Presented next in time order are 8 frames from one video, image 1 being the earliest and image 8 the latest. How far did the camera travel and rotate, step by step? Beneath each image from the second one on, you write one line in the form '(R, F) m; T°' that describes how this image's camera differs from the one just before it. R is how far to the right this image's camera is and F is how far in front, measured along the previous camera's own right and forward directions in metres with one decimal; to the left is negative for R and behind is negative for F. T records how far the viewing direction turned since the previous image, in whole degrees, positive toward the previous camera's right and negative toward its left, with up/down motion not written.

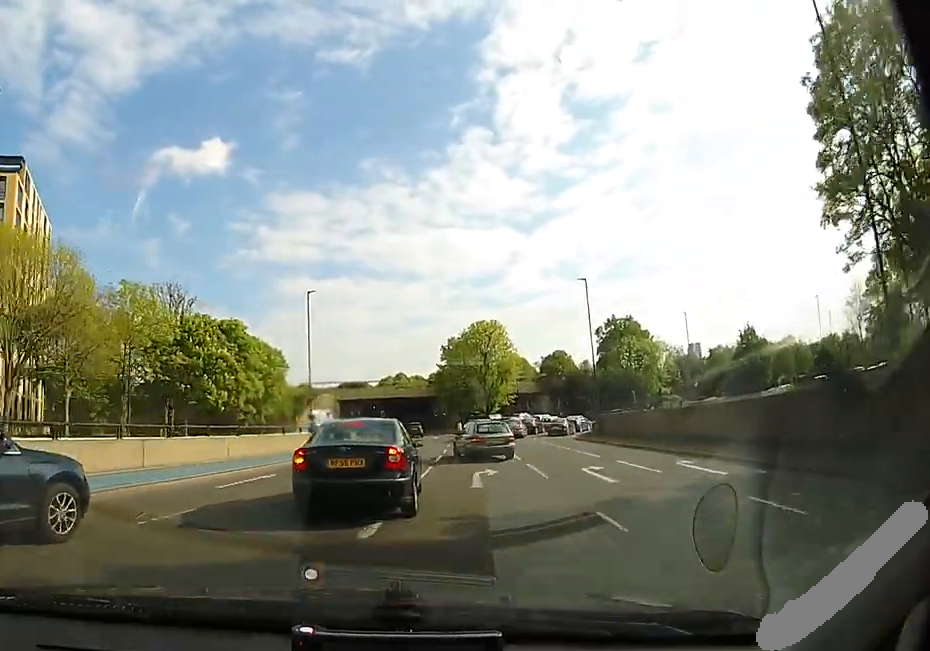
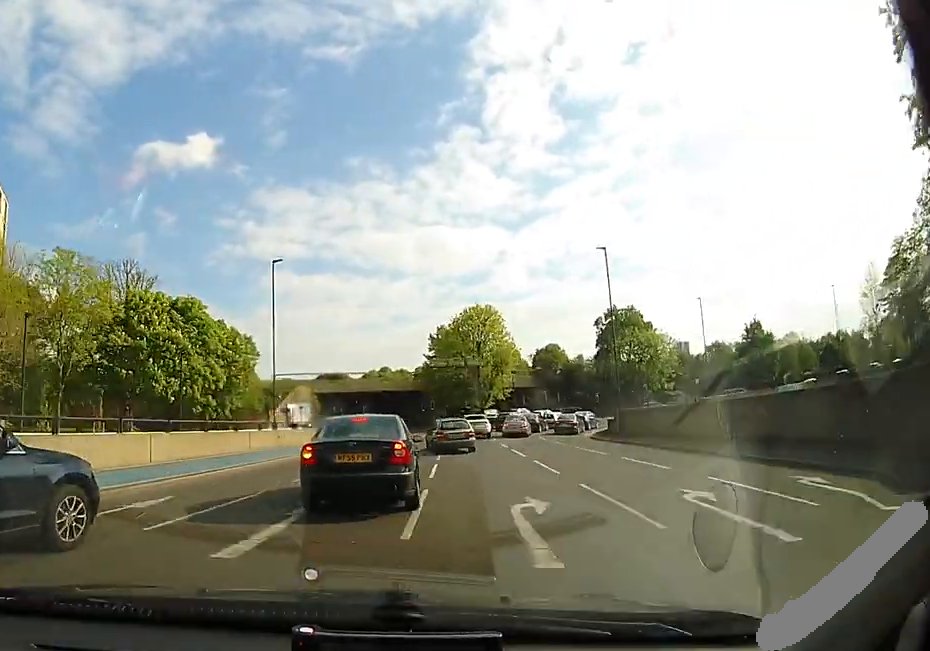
(-0.1, +2.9) m; +5°
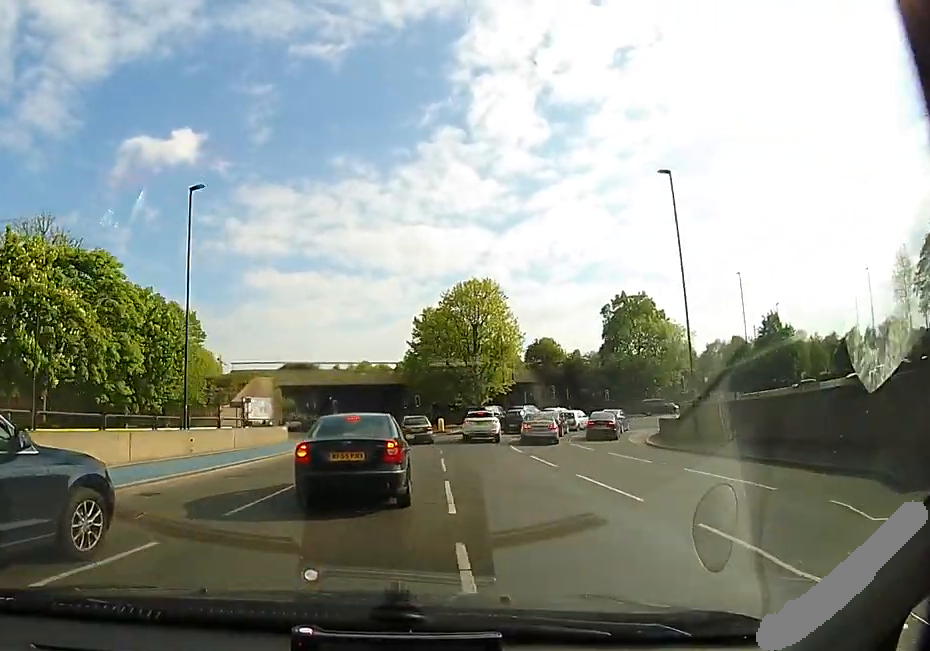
(+0.6, +5.3) m; +11°
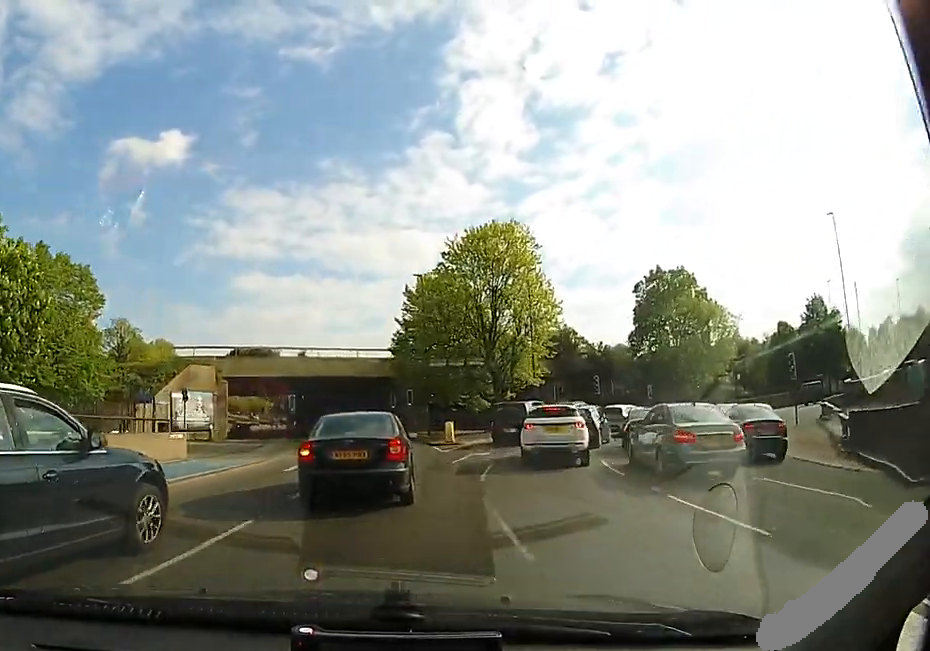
(+1.0, +8.7) m; +13°
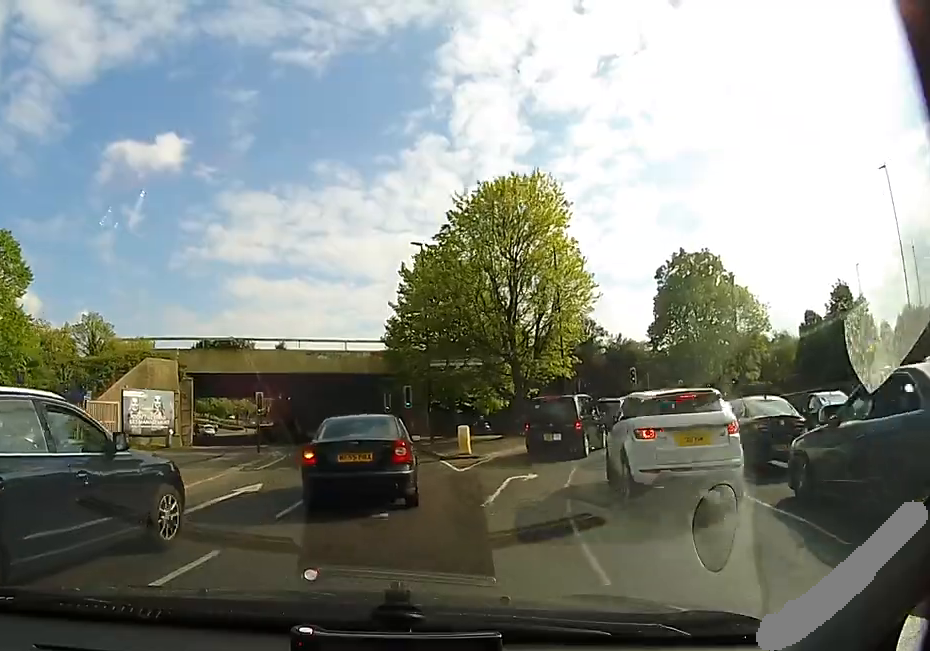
(+0.4, +4.5) m; +3°
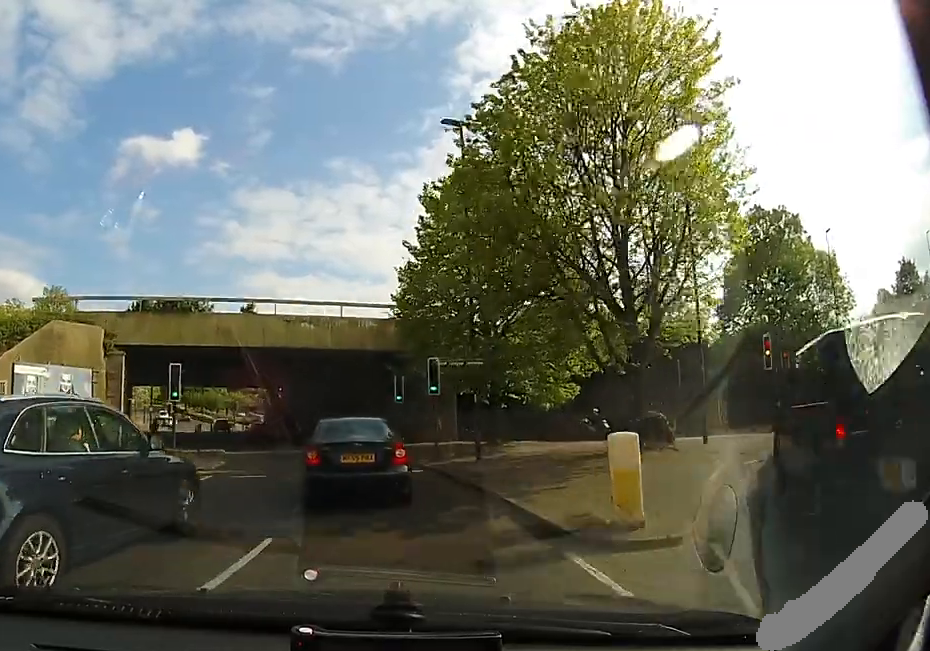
(+0.1, +8.3) m; +1°
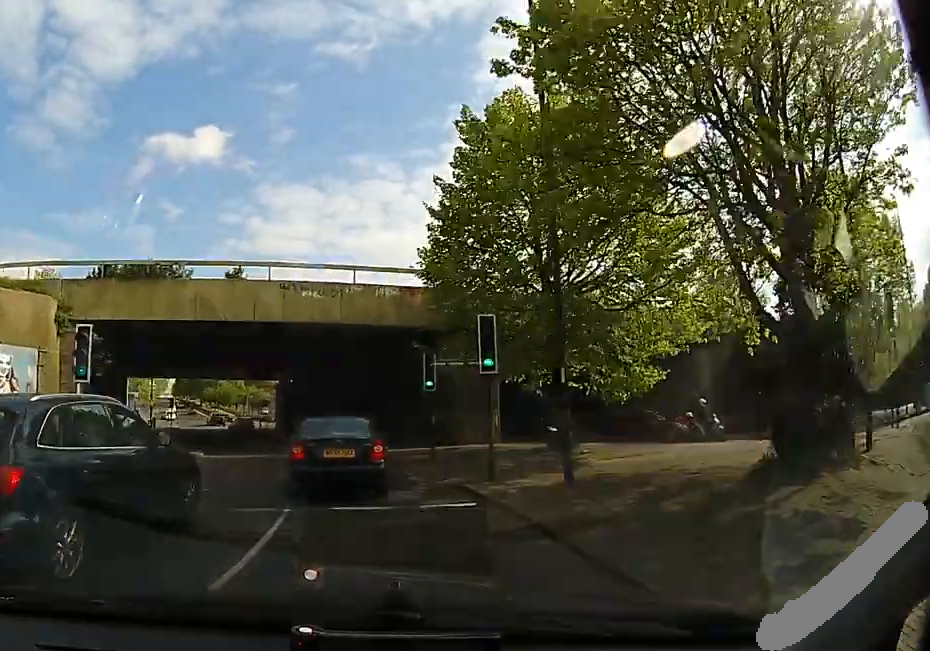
(0.0, +4.5) m; -2°
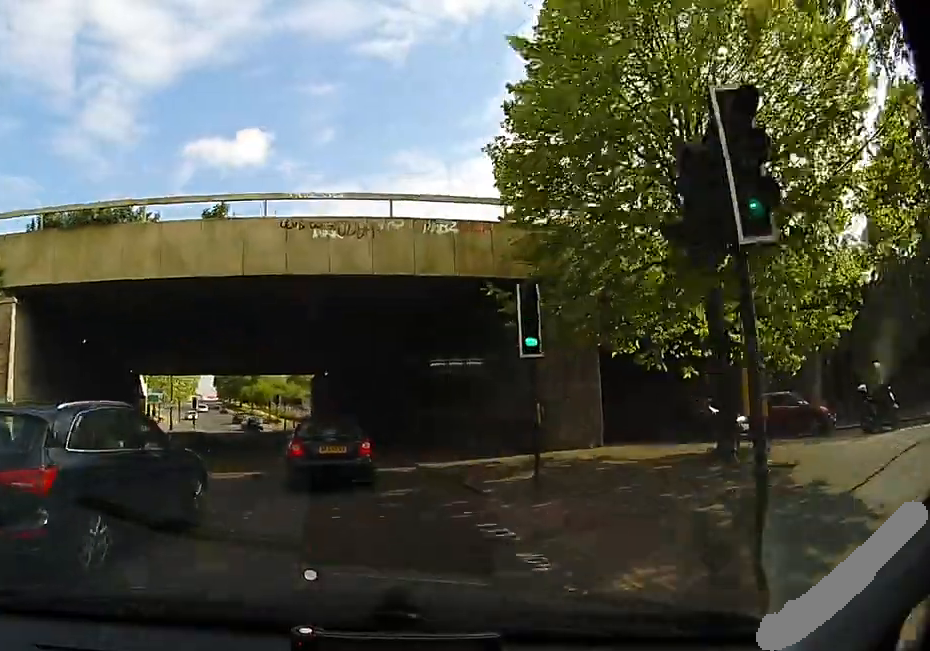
(0.0, +5.4) m; -2°
